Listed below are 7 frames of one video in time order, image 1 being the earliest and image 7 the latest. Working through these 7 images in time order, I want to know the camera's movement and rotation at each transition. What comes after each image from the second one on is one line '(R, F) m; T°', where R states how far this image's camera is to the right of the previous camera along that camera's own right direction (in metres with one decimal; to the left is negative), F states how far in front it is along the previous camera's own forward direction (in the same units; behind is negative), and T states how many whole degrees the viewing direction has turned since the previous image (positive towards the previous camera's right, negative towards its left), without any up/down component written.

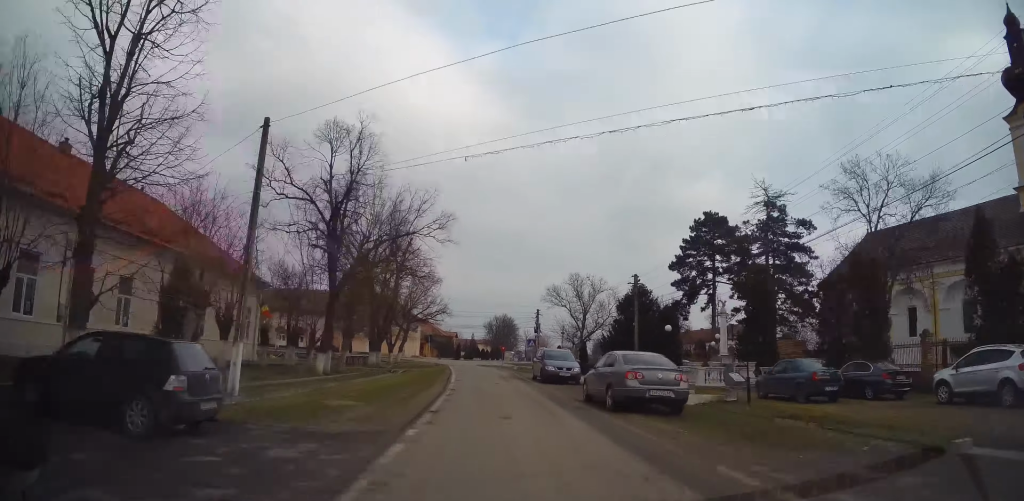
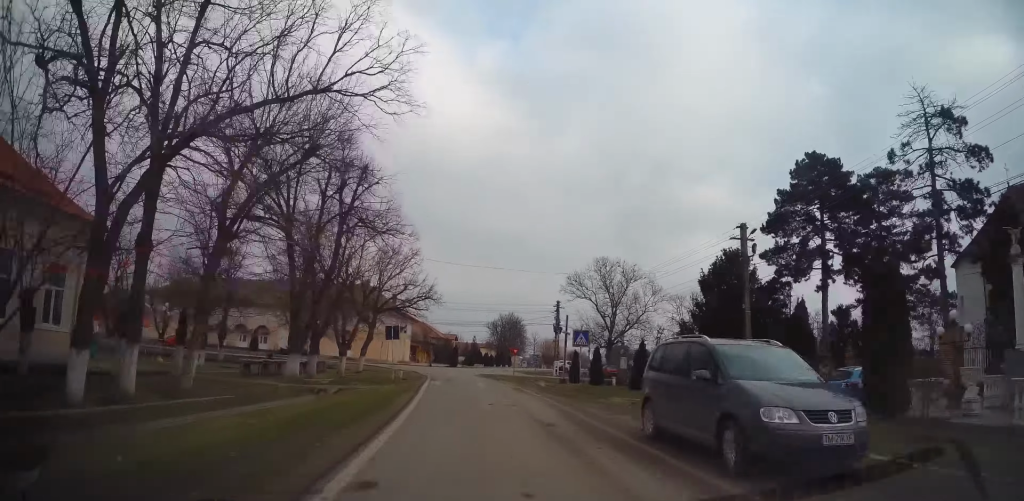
(-0.6, +18.9) m; 0°
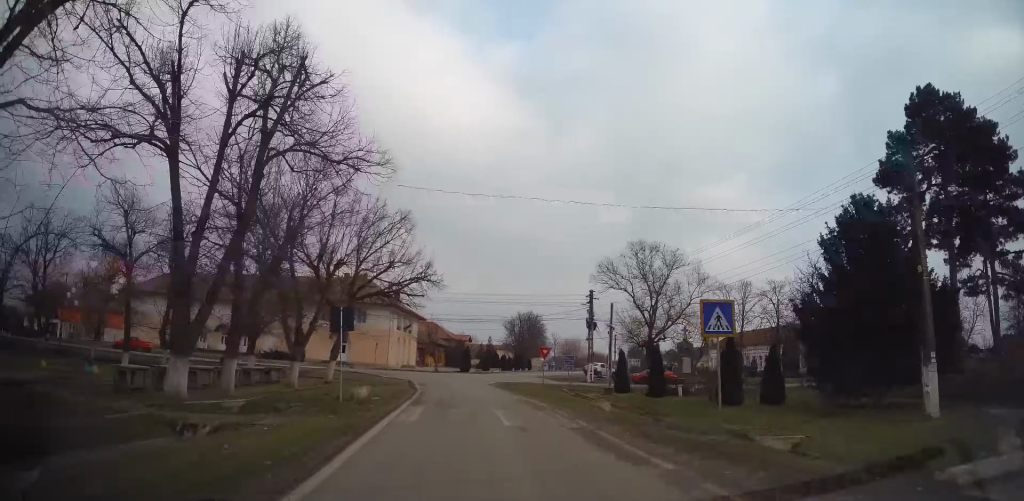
(+0.3, +11.4) m; 0°
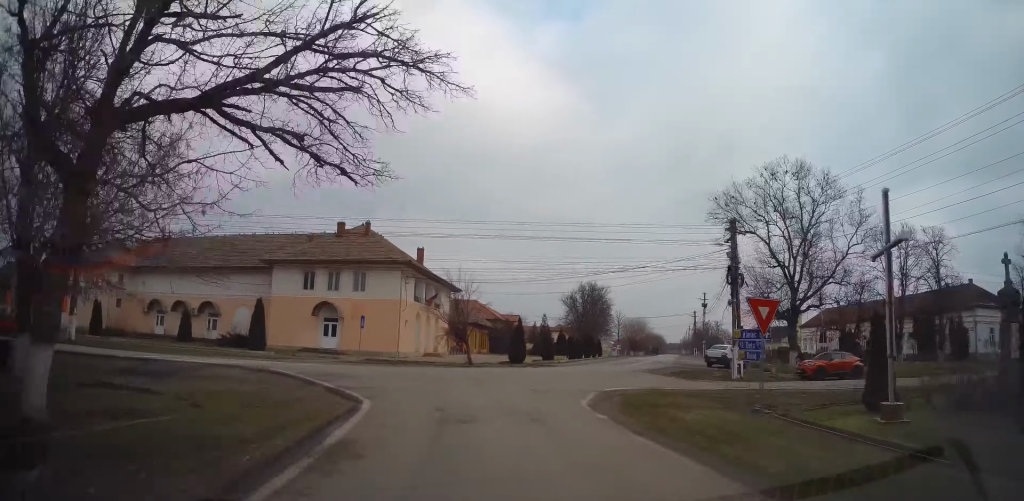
(-1.2, +22.2) m; -6°
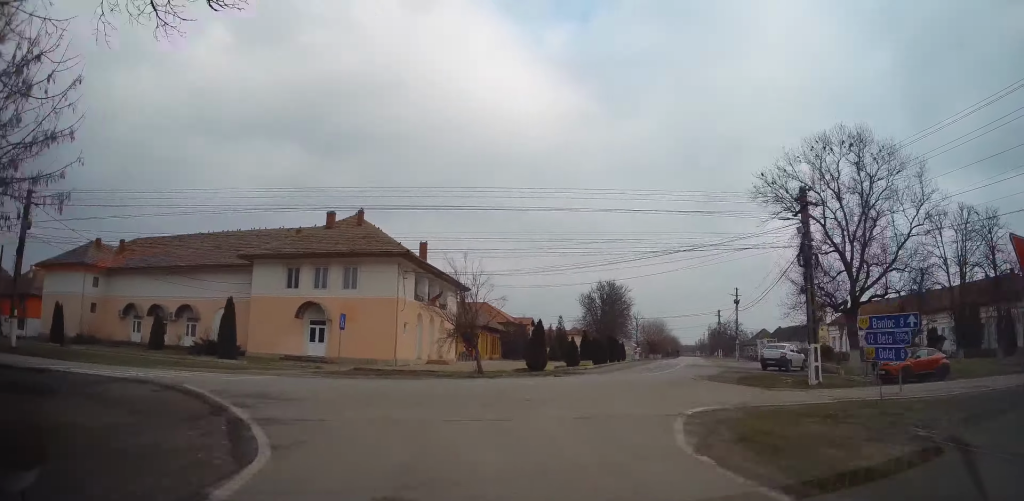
(-0.1, +6.4) m; -3°
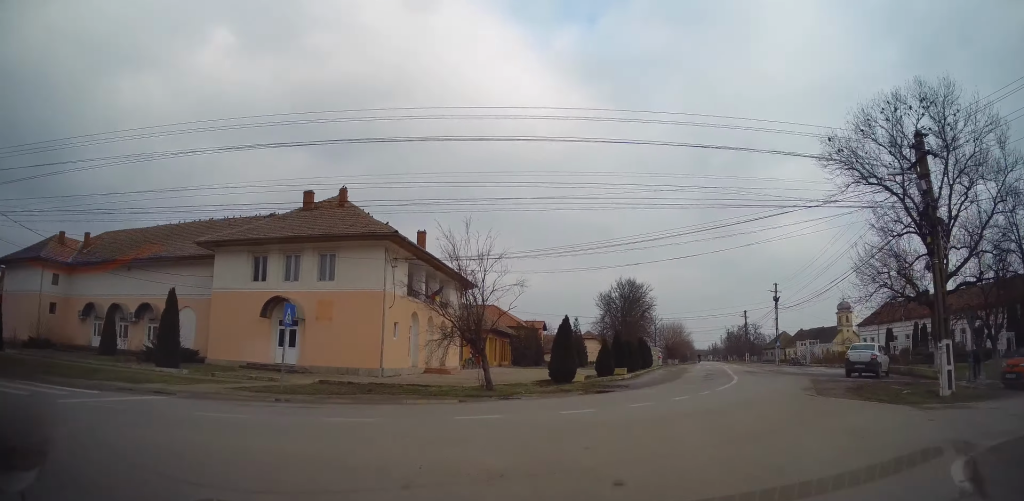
(-0.3, +8.5) m; +2°
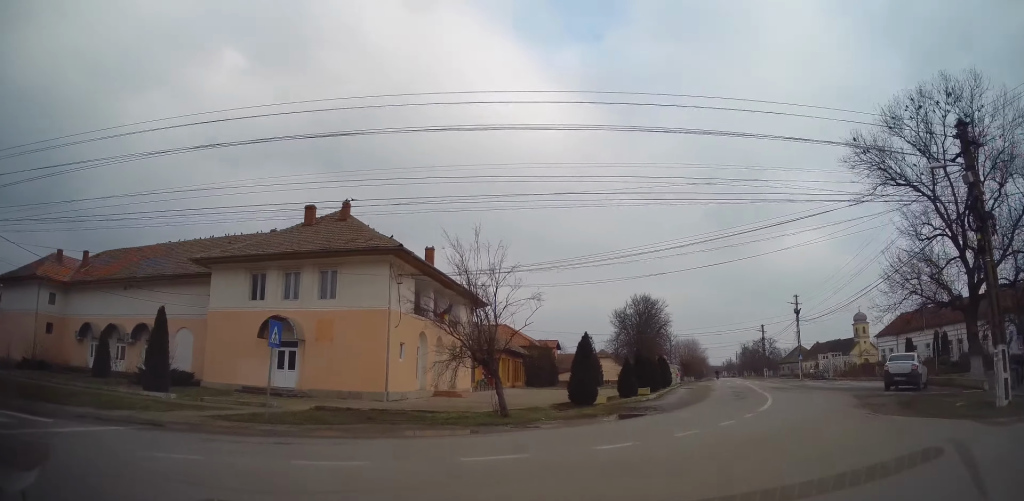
(+0.4, +2.4) m; -4°
